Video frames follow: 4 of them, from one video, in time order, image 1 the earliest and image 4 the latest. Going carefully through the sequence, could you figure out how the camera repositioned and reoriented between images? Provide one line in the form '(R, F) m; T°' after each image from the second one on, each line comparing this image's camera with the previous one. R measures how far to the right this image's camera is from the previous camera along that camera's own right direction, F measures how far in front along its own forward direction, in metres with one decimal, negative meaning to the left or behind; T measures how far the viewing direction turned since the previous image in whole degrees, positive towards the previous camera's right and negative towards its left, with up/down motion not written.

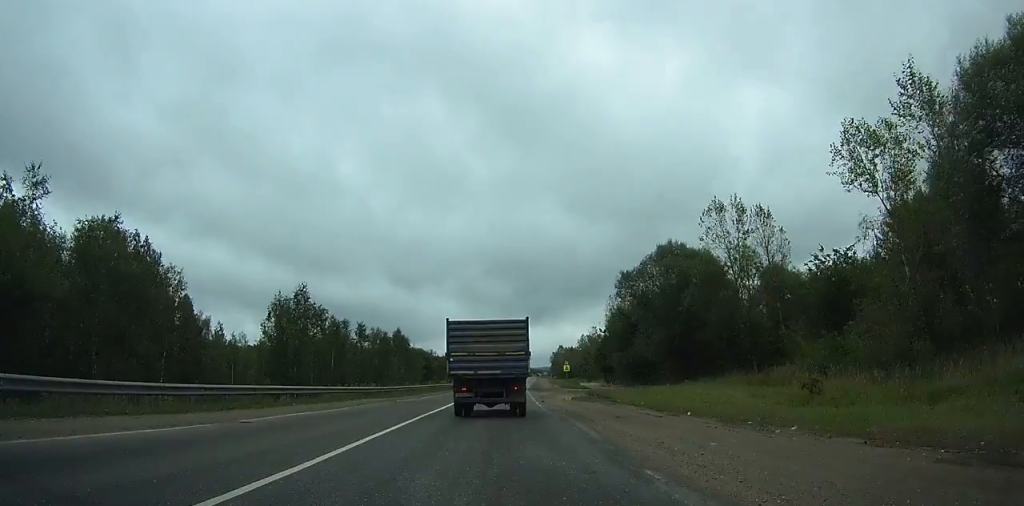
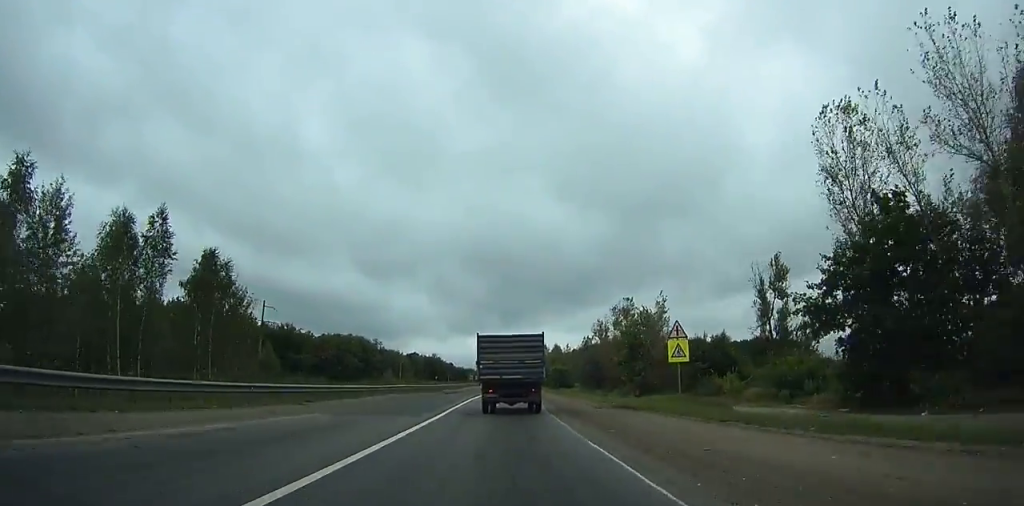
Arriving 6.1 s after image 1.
(+4.9, +85.6) m; +6°
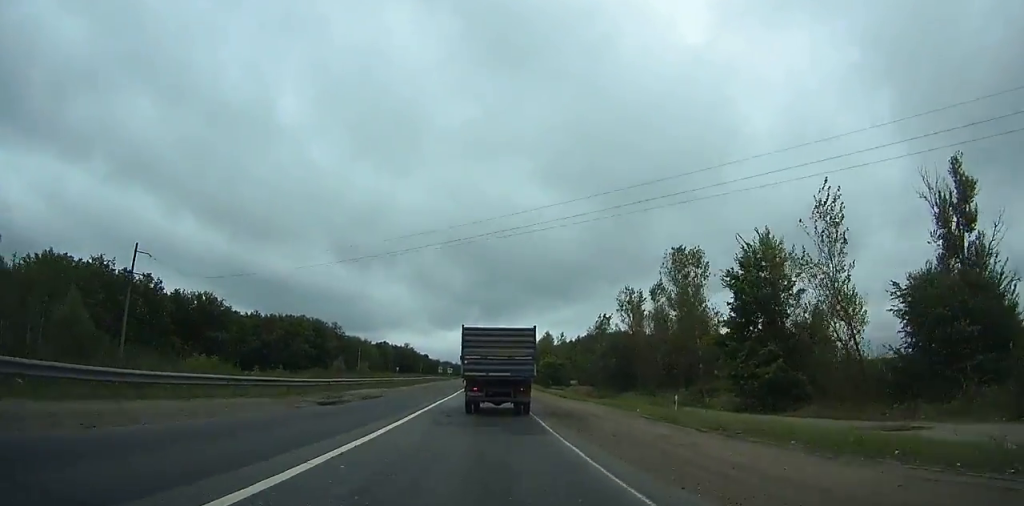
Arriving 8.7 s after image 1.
(0.0, +38.3) m; +1°
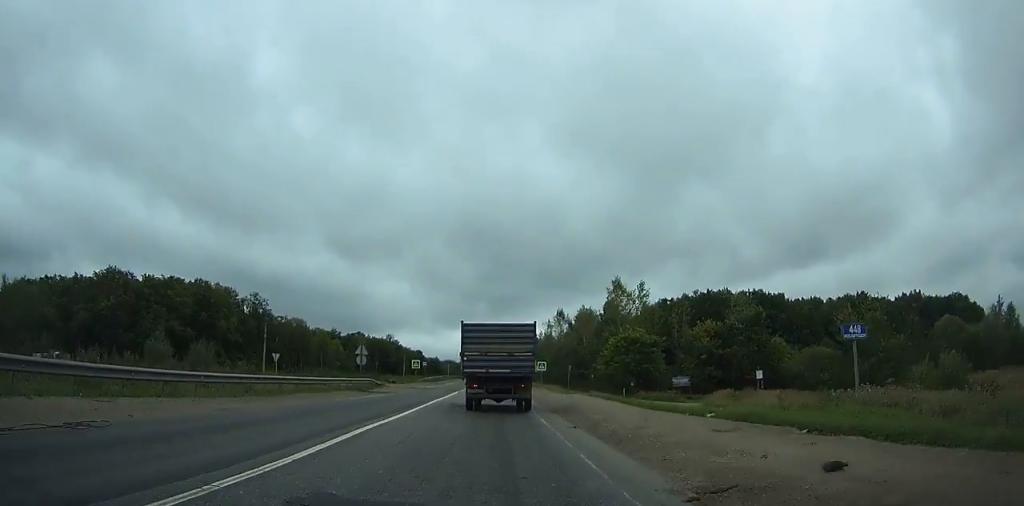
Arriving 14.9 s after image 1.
(+1.2, +91.0) m; +1°
